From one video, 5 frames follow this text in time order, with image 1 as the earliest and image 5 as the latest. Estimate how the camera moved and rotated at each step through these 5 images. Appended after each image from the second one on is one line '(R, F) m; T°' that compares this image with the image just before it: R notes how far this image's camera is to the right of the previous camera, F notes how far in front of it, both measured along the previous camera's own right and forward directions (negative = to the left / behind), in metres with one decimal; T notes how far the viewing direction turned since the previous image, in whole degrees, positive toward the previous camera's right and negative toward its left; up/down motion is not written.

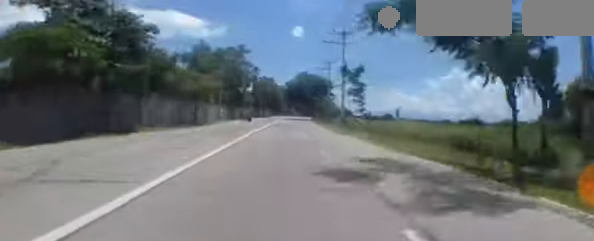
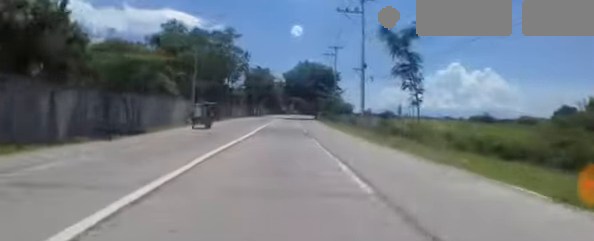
(+0.1, +13.6) m; 0°
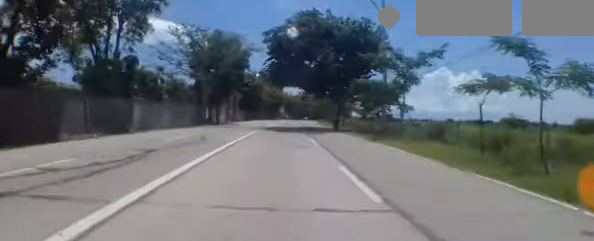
(0.0, +35.7) m; +2°
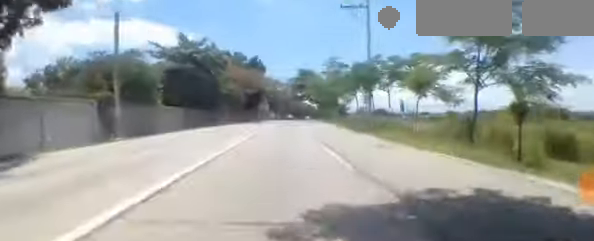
(+1.2, +33.9) m; +4°
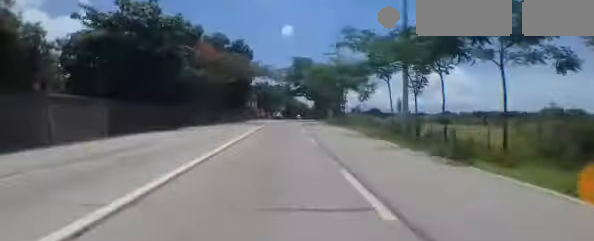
(0.0, +11.7) m; +1°
